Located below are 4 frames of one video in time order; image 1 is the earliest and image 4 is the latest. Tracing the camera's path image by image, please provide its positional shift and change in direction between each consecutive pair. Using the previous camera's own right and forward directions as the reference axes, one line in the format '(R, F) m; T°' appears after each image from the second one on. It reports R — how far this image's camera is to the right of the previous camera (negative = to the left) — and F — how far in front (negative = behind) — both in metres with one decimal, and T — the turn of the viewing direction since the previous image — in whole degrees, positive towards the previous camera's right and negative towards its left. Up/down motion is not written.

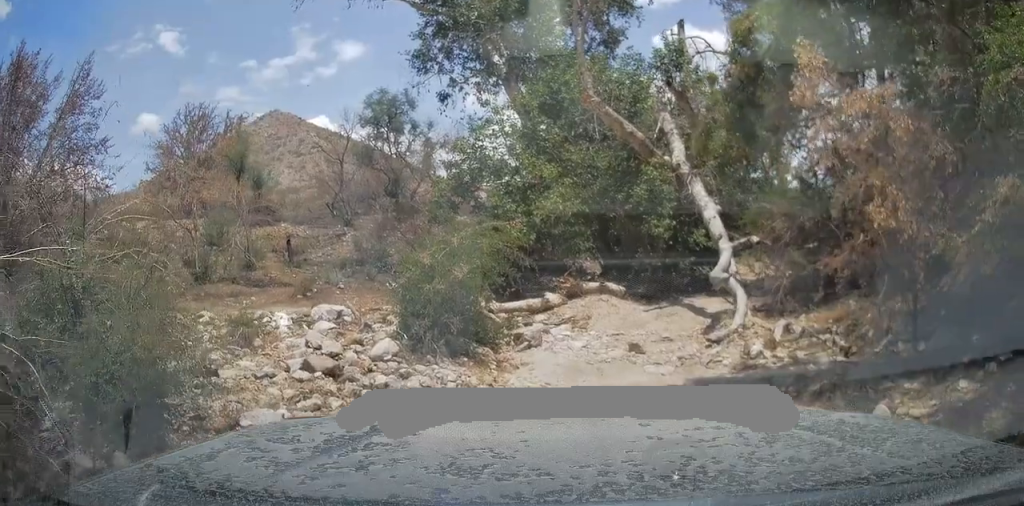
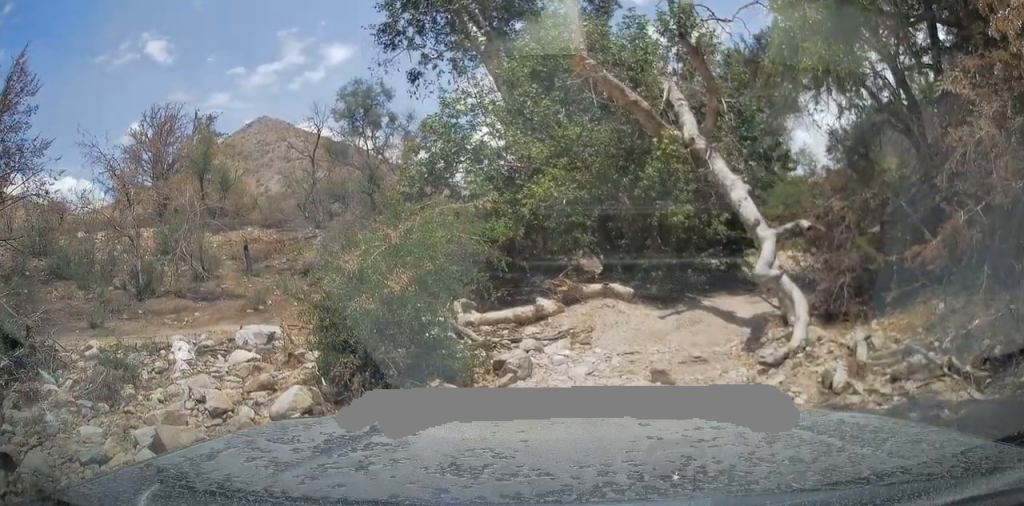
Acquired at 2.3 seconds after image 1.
(0.0, +3.8) m; 0°
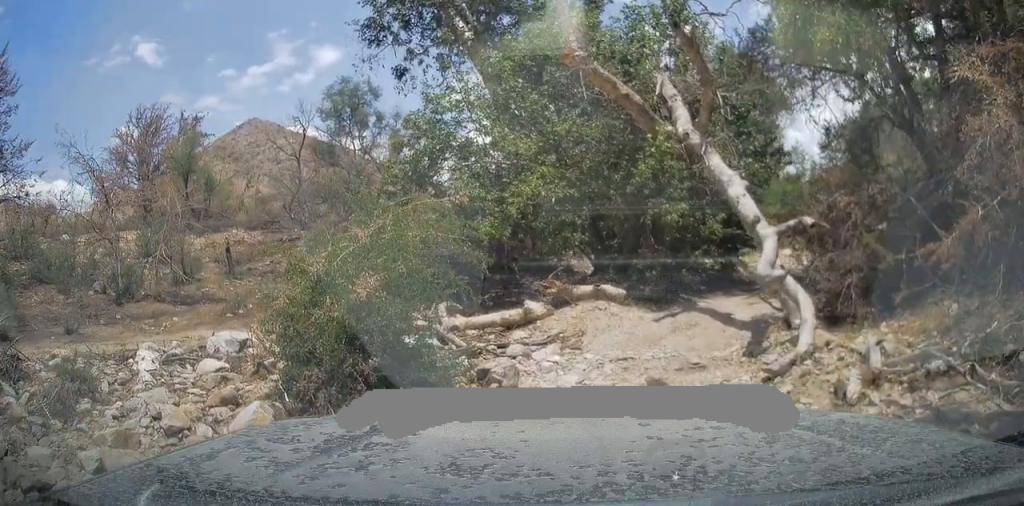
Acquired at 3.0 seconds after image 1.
(0.0, +0.8) m; 0°
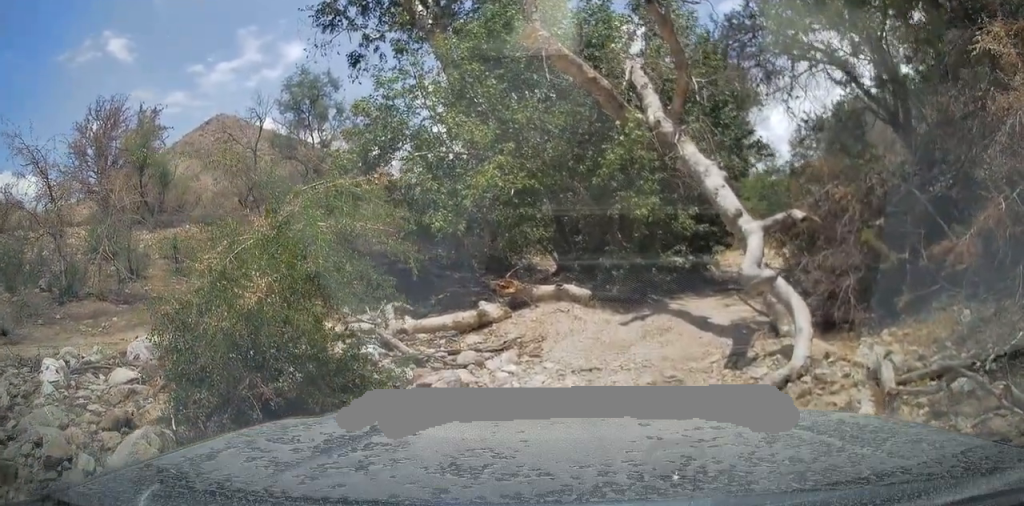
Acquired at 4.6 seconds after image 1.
(+0.1, +1.3) m; 0°
